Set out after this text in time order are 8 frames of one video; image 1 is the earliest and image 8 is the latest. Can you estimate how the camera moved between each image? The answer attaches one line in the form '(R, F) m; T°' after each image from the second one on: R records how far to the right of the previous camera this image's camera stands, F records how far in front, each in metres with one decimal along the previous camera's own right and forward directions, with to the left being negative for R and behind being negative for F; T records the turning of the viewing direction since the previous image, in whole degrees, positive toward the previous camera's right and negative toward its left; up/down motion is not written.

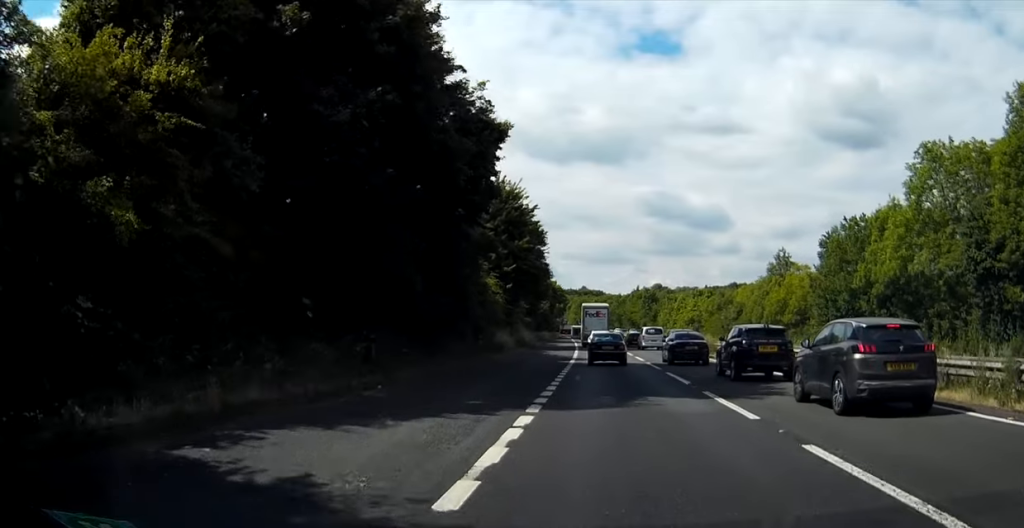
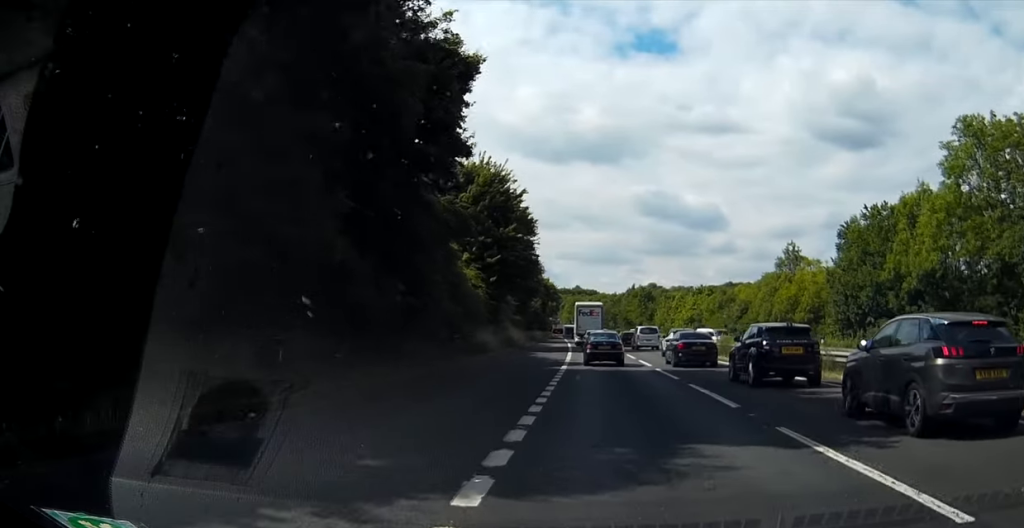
(-0.2, +7.1) m; -1°
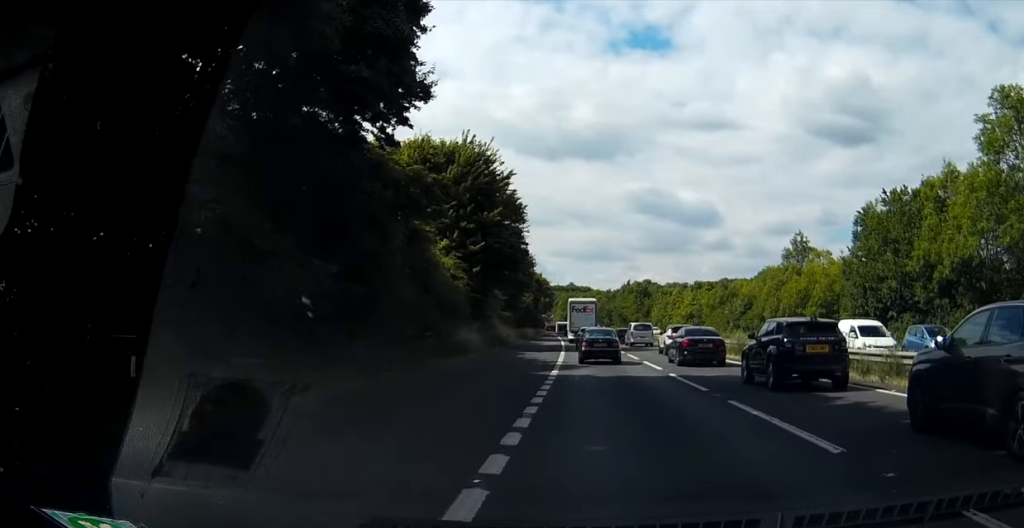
(+0.1, +6.1) m; +2°
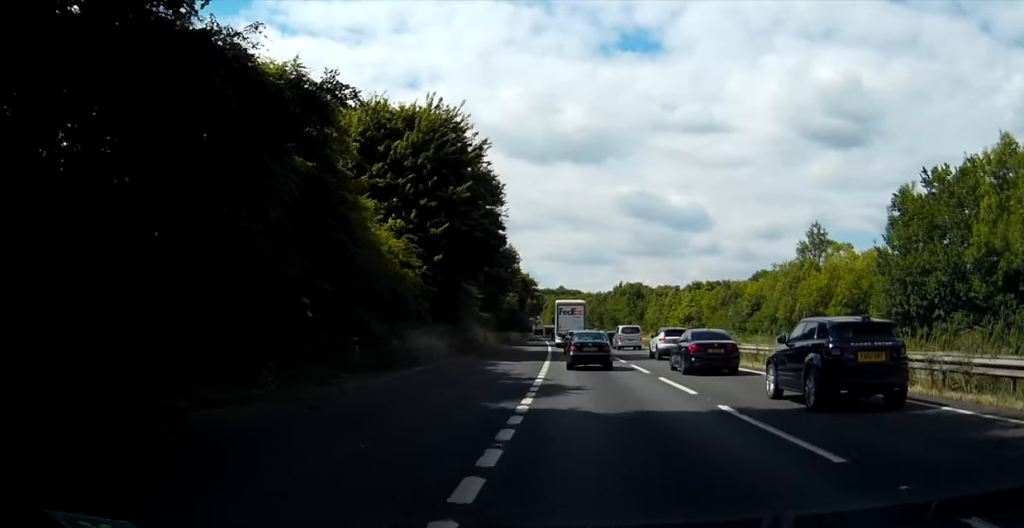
(+0.3, +9.4) m; +3°
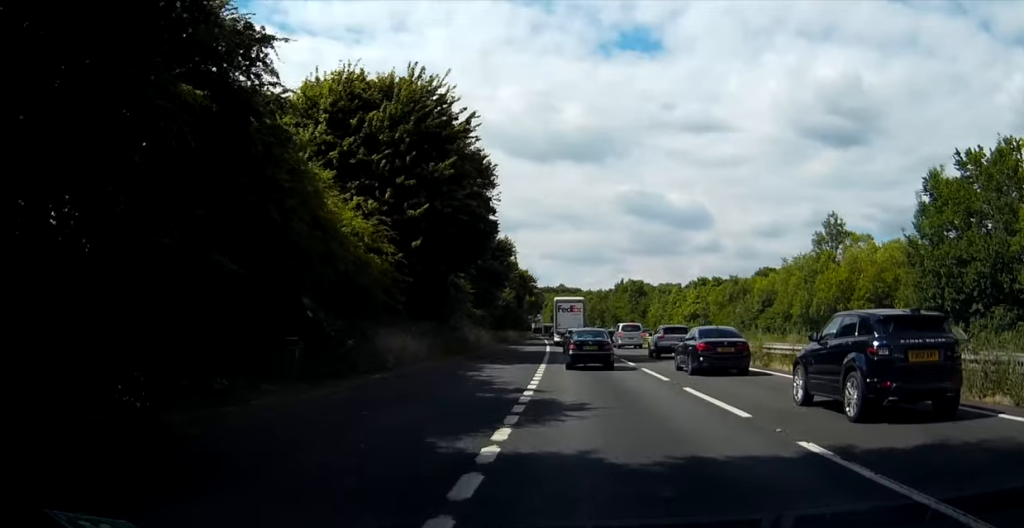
(+0.1, +5.1) m; +2°
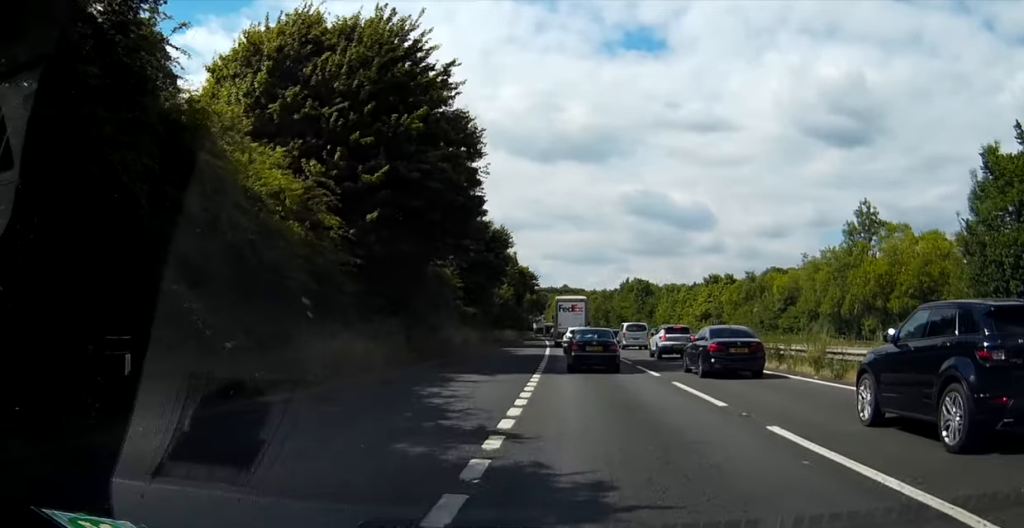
(+0.2, +7.5) m; +1°
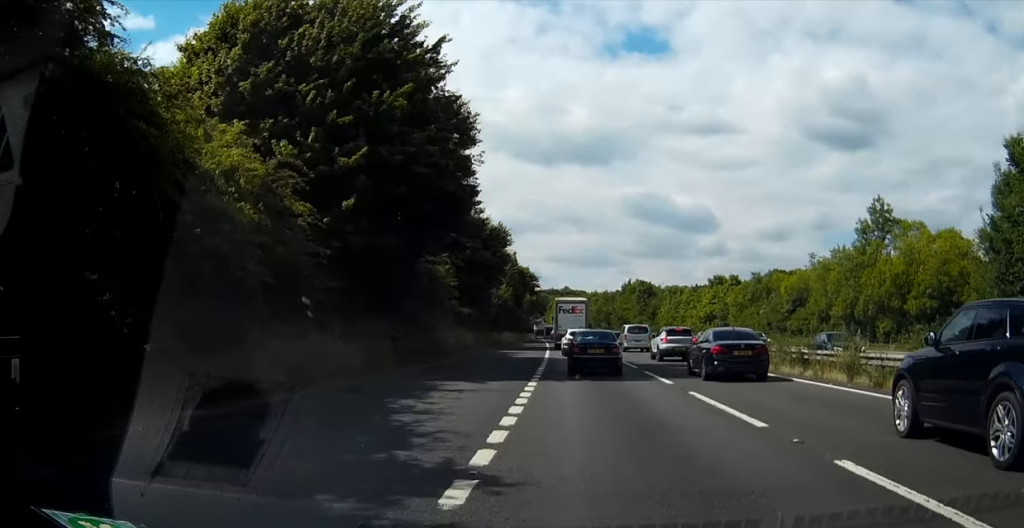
(0.0, +2.9) m; 0°
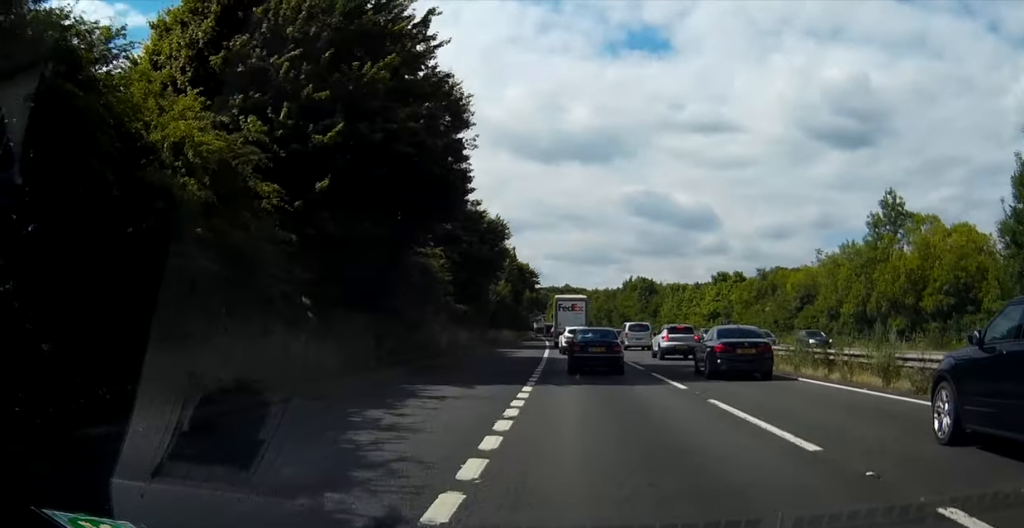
(0.0, +2.4) m; -1°
